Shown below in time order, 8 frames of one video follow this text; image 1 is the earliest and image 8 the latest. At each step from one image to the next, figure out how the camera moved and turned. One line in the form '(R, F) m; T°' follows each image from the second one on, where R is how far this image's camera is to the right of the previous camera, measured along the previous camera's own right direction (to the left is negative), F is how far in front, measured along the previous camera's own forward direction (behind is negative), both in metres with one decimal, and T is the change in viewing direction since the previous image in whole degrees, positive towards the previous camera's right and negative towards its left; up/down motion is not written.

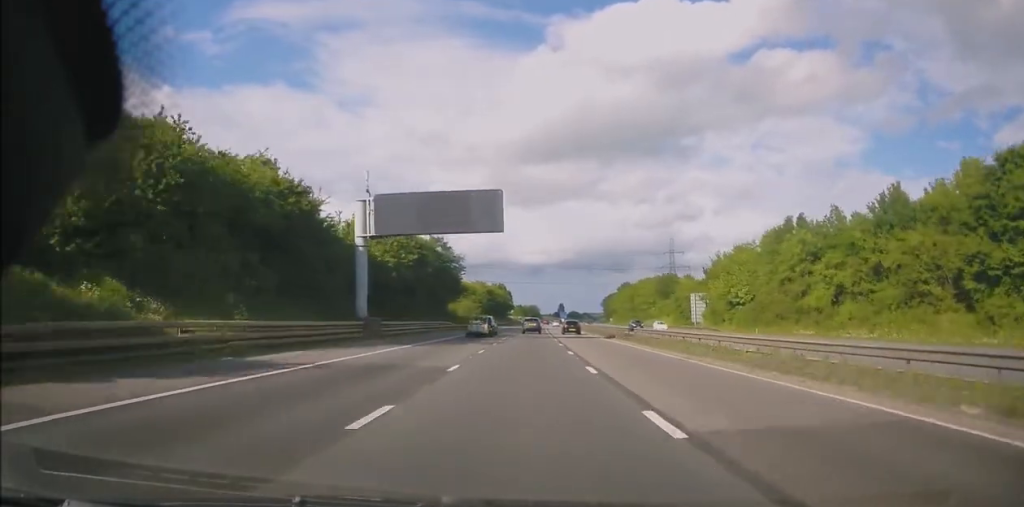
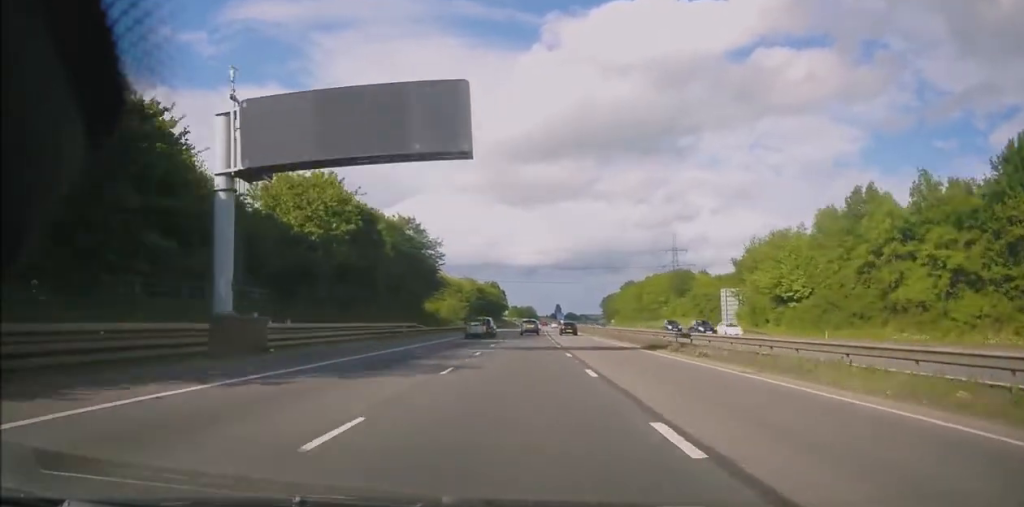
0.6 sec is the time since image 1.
(-0.3, +18.2) m; 0°
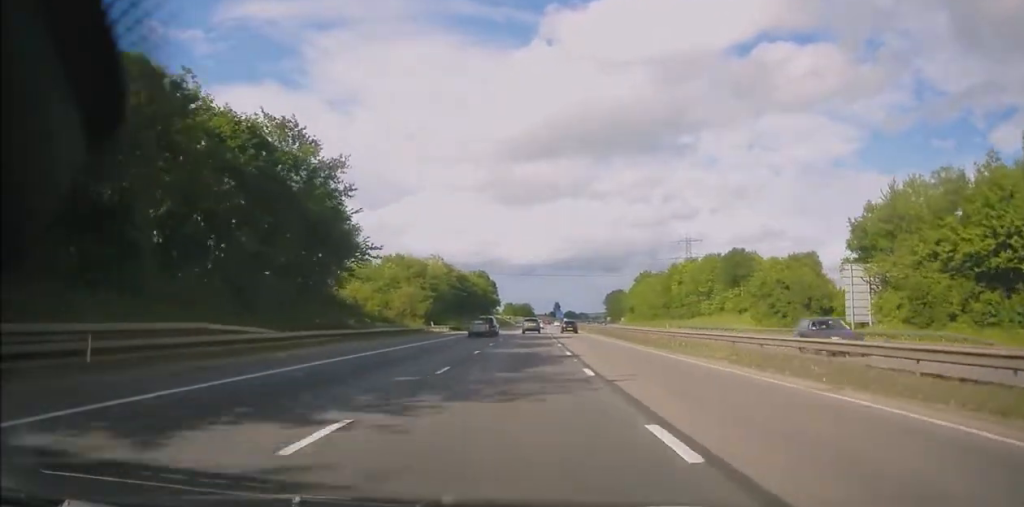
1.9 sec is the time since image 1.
(+0.3, +35.7) m; 0°
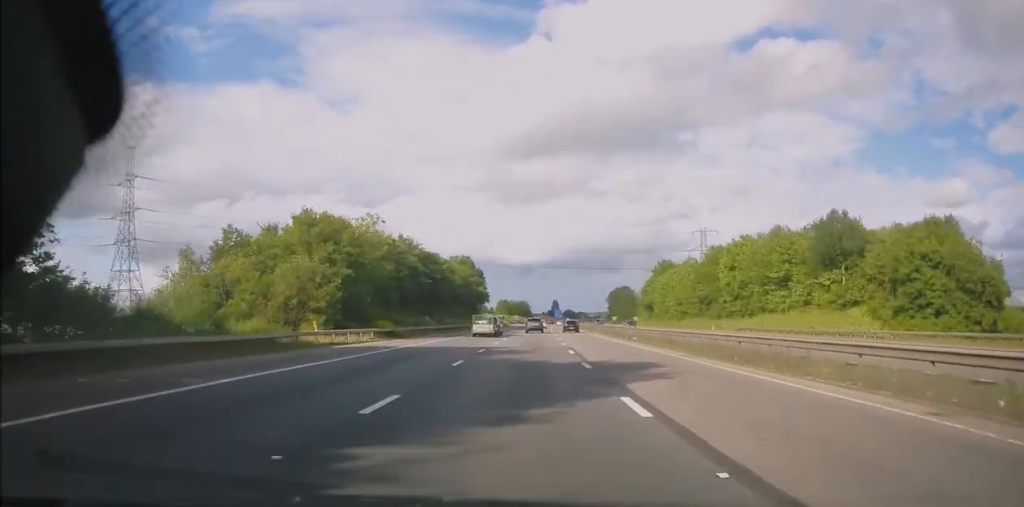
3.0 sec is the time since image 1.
(-0.2, +32.9) m; 0°
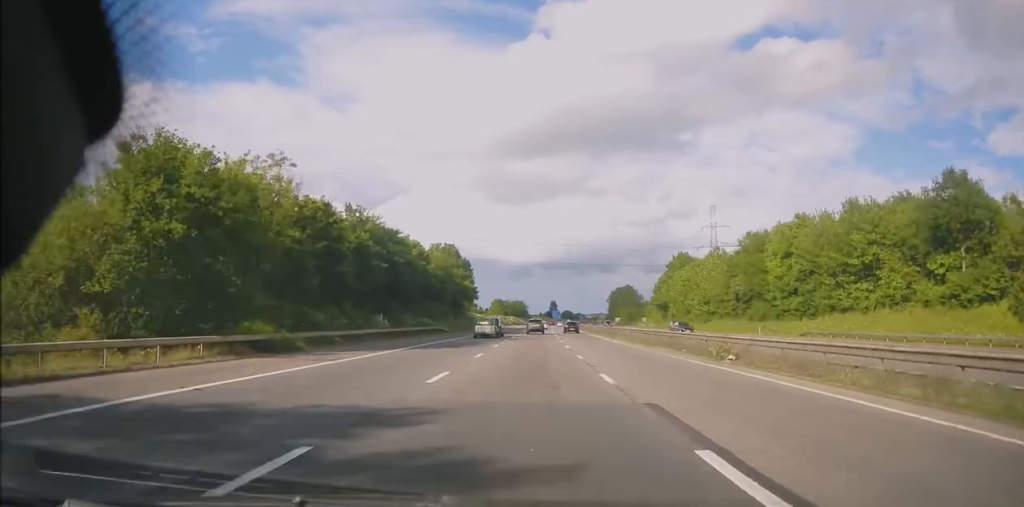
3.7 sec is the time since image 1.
(+0.1, +20.1) m; +1°
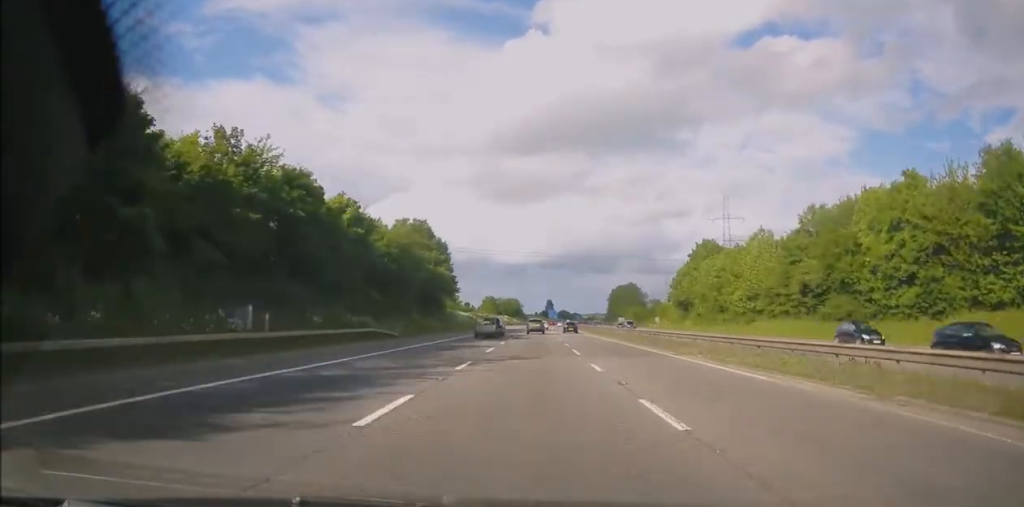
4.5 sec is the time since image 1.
(+0.2, +23.0) m; +1°
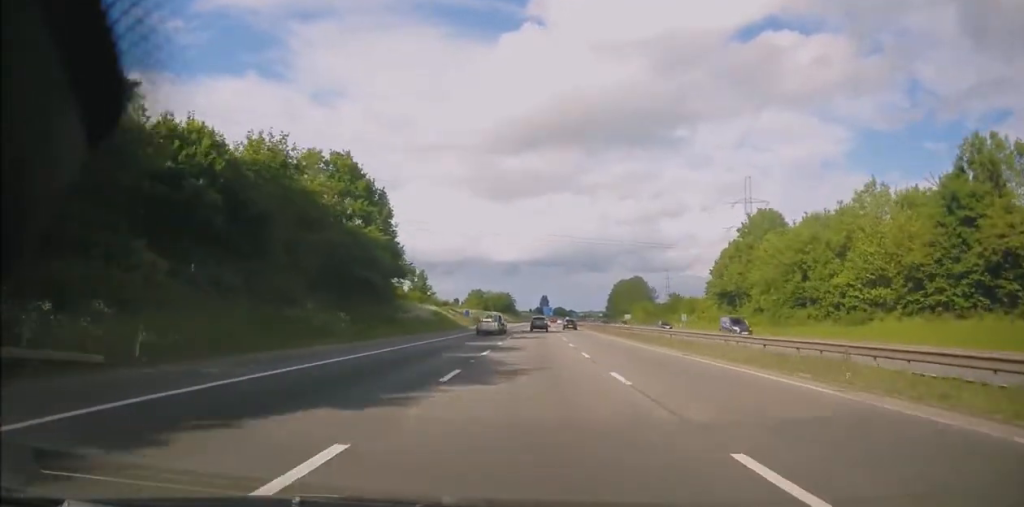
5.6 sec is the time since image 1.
(+0.1, +30.7) m; 0°
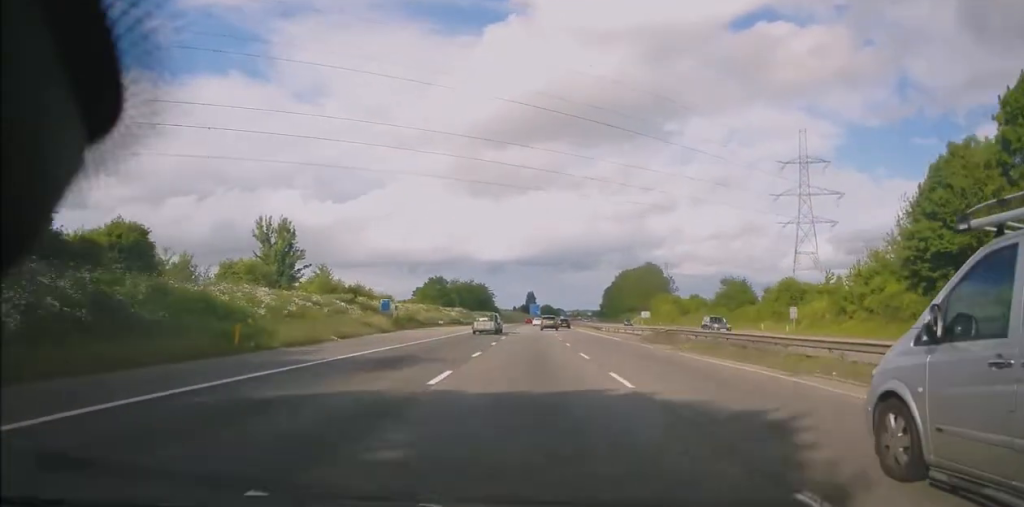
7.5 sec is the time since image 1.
(+0.9, +55.5) m; +2°
